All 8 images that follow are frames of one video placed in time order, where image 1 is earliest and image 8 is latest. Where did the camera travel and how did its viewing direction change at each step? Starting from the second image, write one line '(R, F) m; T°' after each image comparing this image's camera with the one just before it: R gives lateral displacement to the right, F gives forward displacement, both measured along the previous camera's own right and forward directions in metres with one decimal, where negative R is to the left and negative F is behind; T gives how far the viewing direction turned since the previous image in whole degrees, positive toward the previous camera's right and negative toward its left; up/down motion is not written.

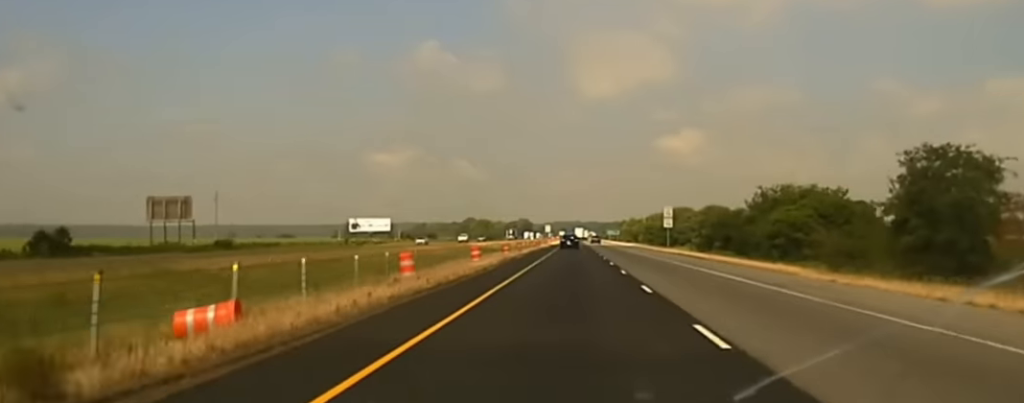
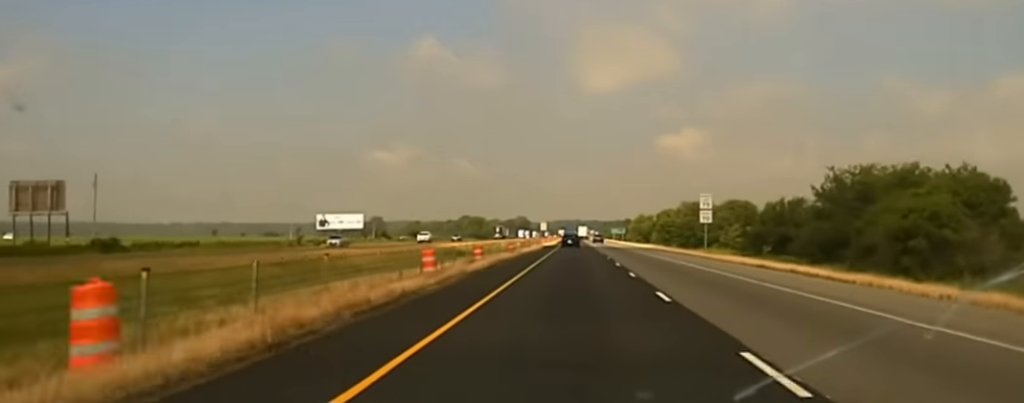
(-0.2, +38.6) m; -1°
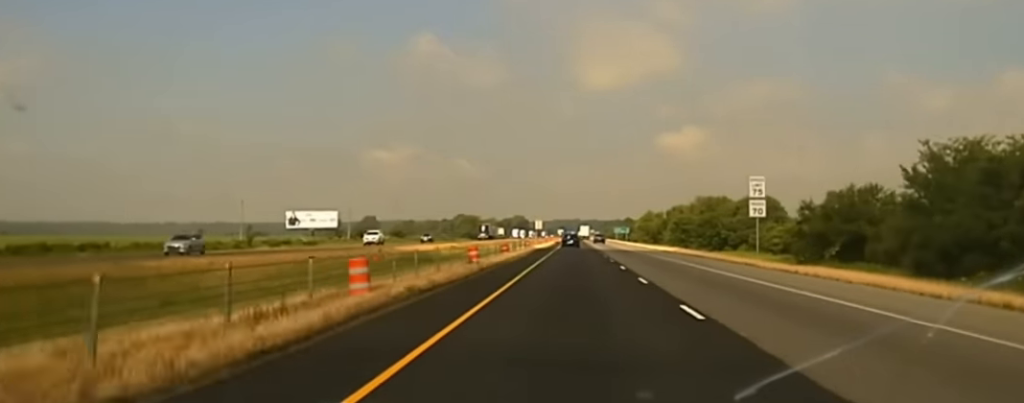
(-0.3, +28.5) m; 0°
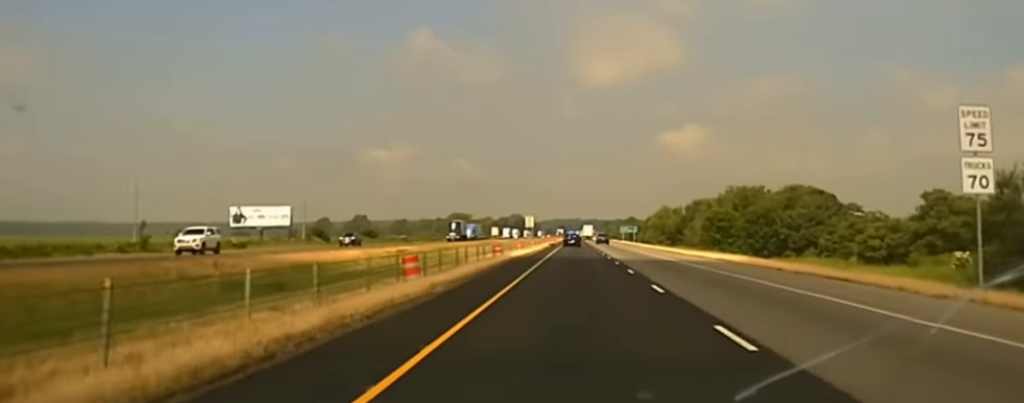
(0.0, +41.1) m; 0°
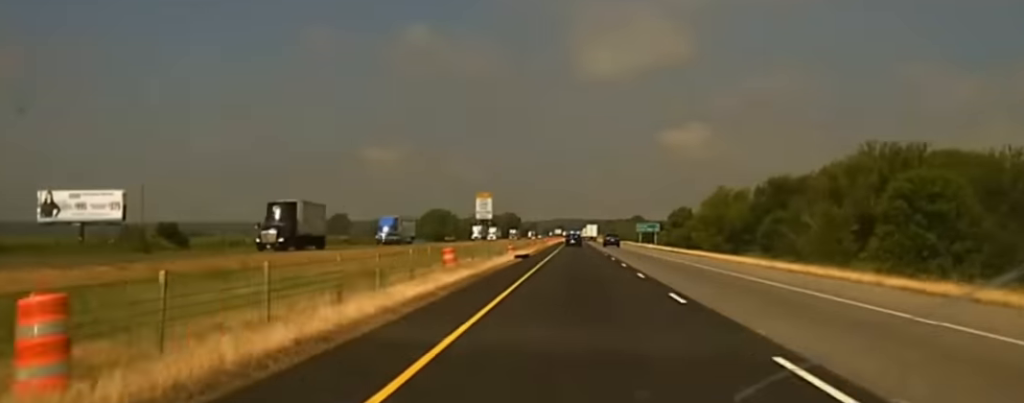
(+0.4, +75.5) m; 0°
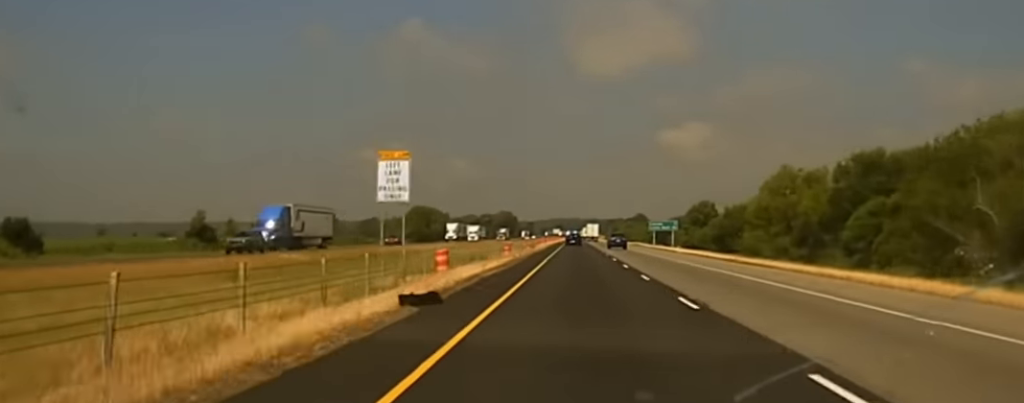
(0.0, +37.2) m; 0°
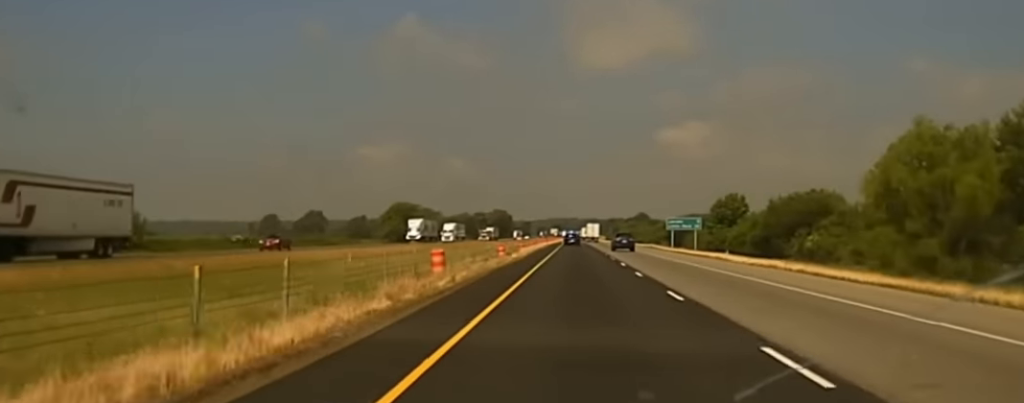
(-0.1, +33.6) m; 0°
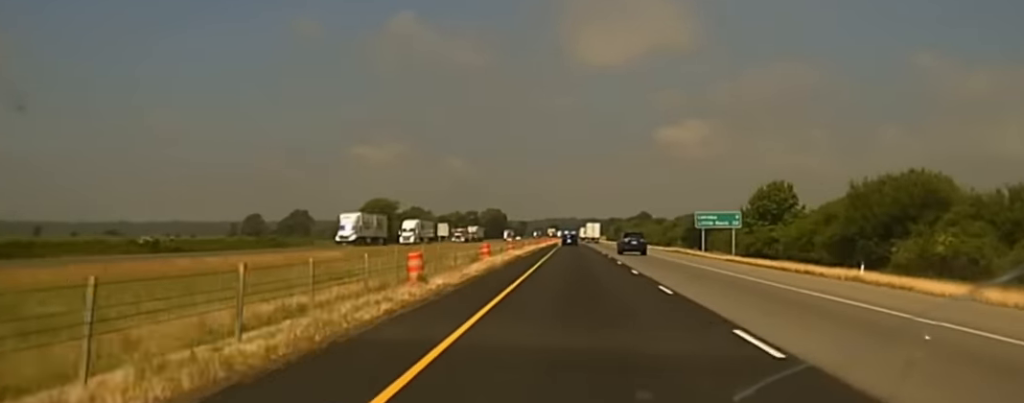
(+0.1, +32.9) m; 0°
